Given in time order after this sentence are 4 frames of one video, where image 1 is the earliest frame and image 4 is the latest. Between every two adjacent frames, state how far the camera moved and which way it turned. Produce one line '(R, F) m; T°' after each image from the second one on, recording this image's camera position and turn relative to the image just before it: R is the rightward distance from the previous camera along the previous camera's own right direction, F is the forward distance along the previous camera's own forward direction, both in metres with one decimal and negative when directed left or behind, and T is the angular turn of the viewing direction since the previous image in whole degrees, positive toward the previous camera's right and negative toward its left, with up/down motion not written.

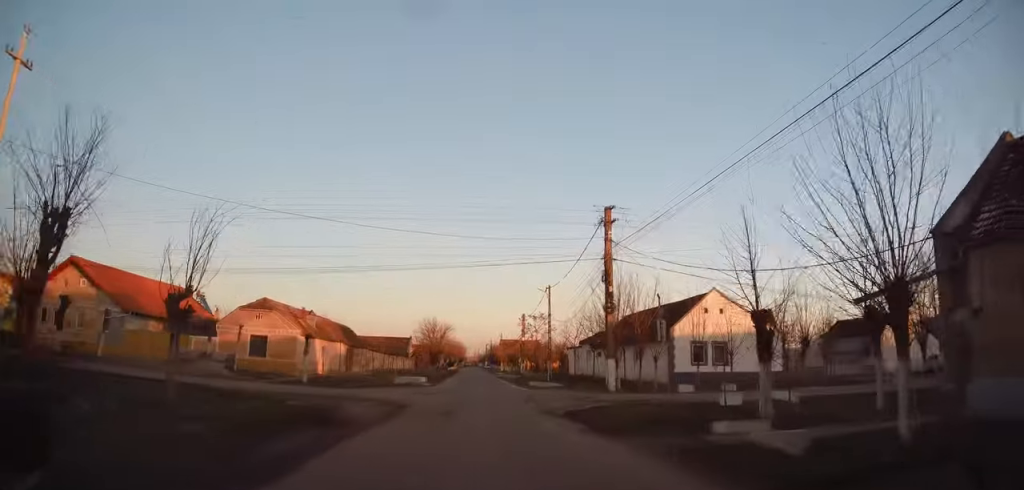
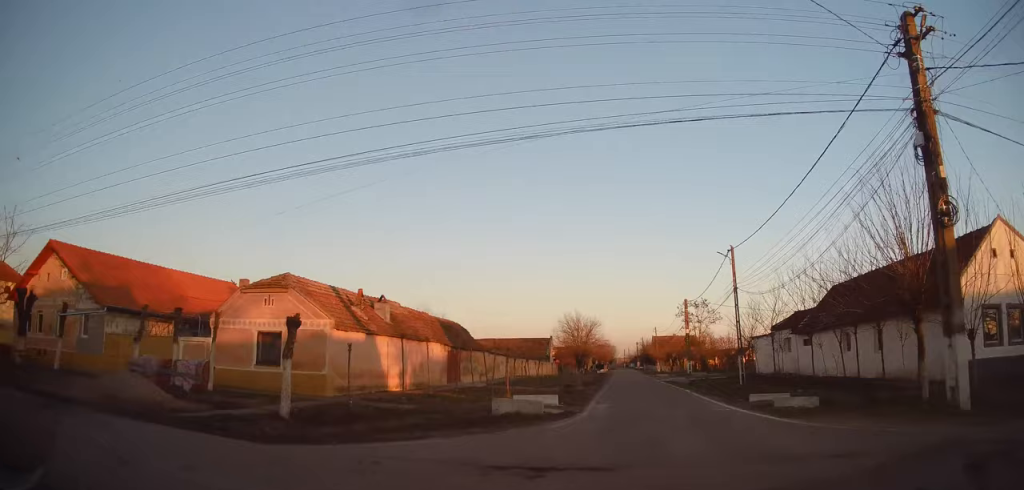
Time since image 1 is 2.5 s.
(-0.5, +17.5) m; -17°
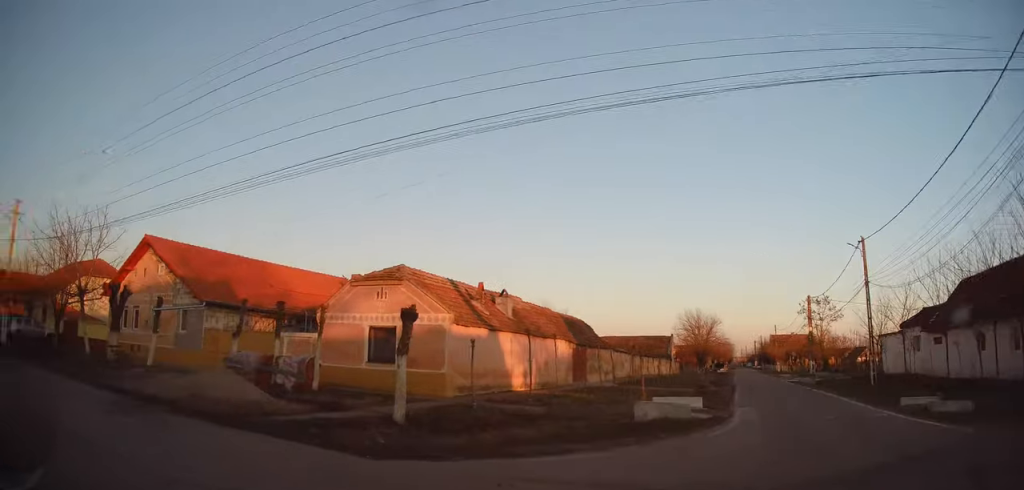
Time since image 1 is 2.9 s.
(-0.1, +2.1) m; -9°
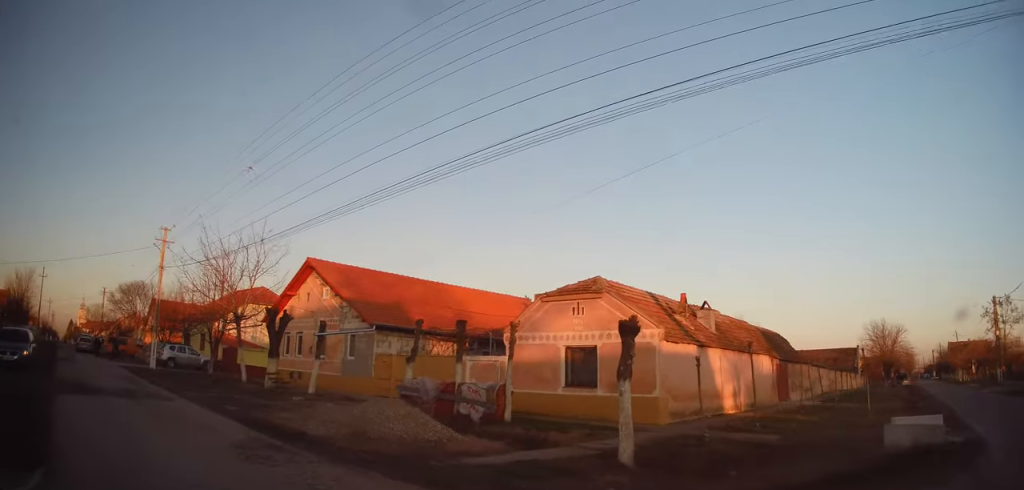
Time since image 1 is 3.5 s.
(-0.4, +2.7) m; -18°
